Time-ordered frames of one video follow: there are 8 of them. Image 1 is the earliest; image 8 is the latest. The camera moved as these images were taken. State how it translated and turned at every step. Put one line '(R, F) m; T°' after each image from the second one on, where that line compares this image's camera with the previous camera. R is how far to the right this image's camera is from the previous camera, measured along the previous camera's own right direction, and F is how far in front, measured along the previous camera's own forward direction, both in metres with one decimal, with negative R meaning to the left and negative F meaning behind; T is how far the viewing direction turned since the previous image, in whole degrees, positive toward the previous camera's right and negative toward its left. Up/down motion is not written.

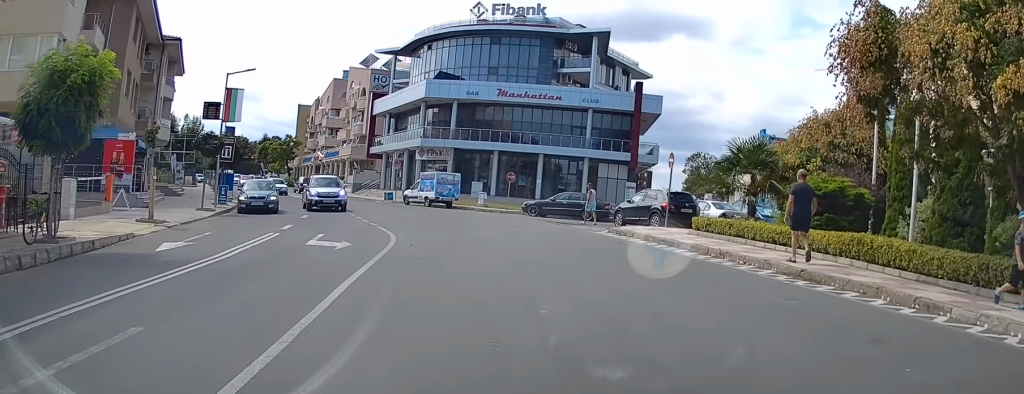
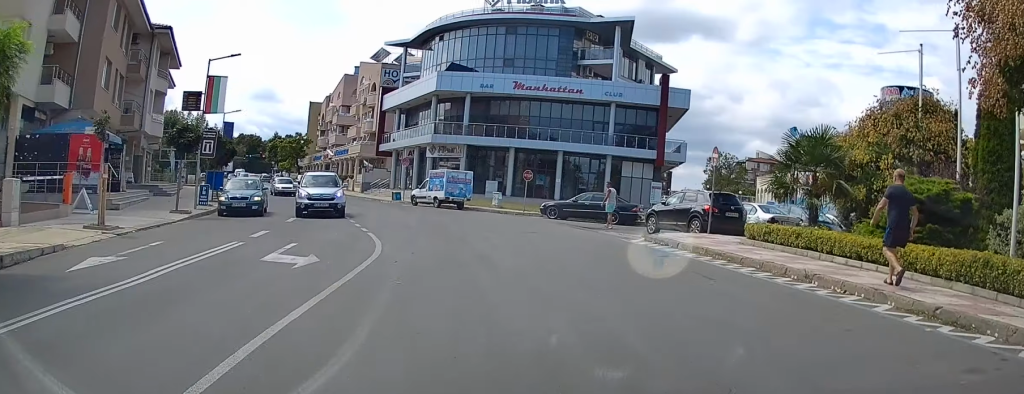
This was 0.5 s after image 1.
(+0.3, +3.5) m; -1°
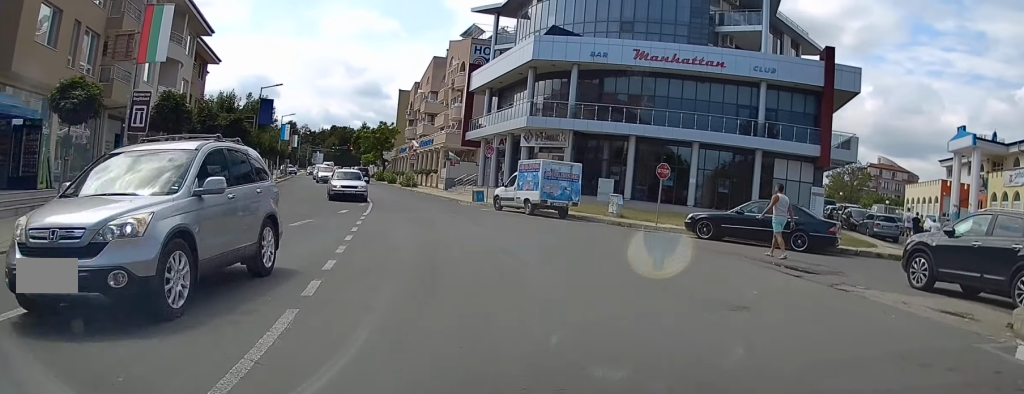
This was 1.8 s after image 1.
(-1.4, +12.0) m; -10°
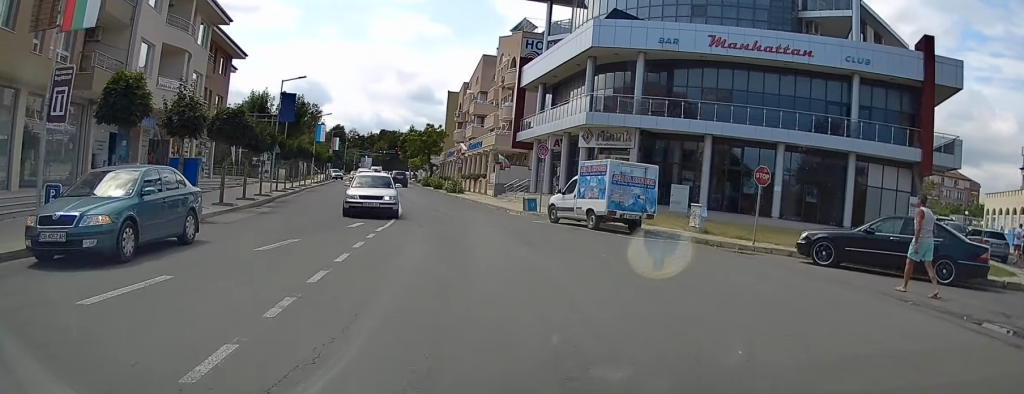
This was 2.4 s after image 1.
(0.0, +5.6) m; -4°
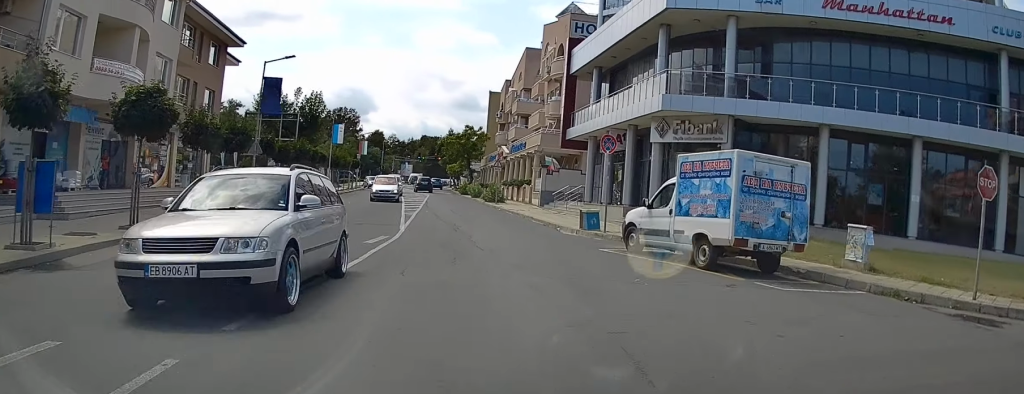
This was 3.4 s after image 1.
(-0.6, +8.9) m; -4°
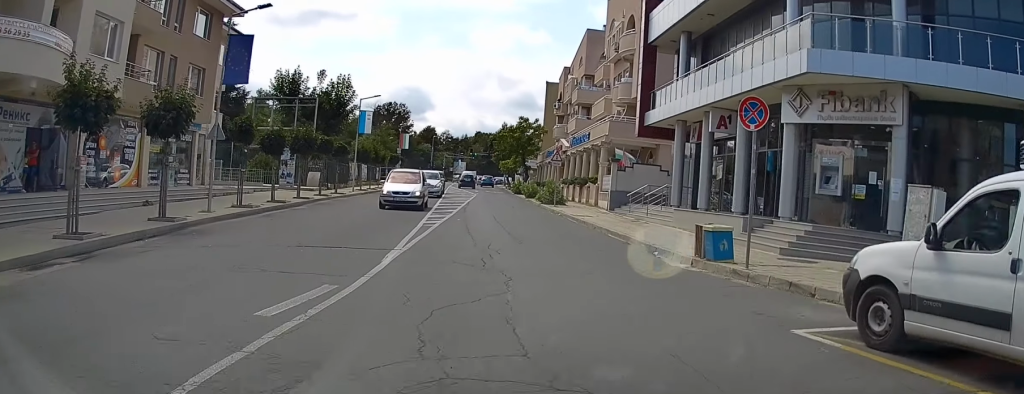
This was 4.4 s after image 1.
(-0.1, +8.9) m; -6°
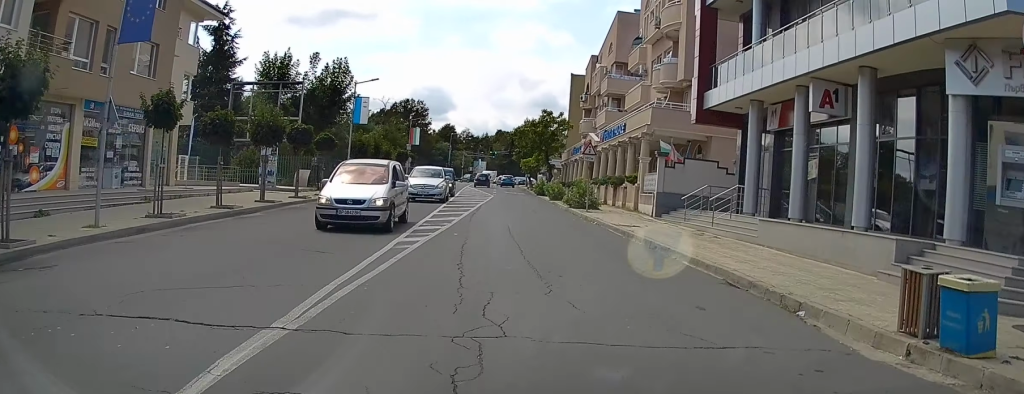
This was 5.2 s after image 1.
(-0.6, +7.1) m; -3°
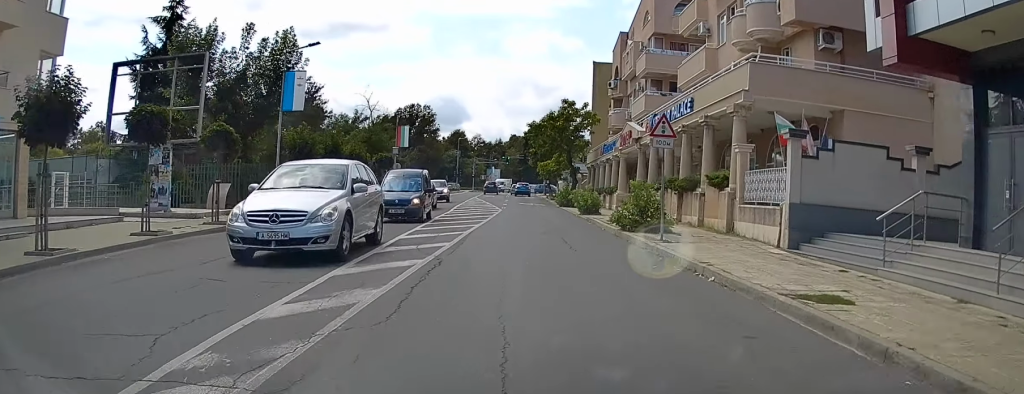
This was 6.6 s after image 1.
(-0.2, +13.4) m; 0°
